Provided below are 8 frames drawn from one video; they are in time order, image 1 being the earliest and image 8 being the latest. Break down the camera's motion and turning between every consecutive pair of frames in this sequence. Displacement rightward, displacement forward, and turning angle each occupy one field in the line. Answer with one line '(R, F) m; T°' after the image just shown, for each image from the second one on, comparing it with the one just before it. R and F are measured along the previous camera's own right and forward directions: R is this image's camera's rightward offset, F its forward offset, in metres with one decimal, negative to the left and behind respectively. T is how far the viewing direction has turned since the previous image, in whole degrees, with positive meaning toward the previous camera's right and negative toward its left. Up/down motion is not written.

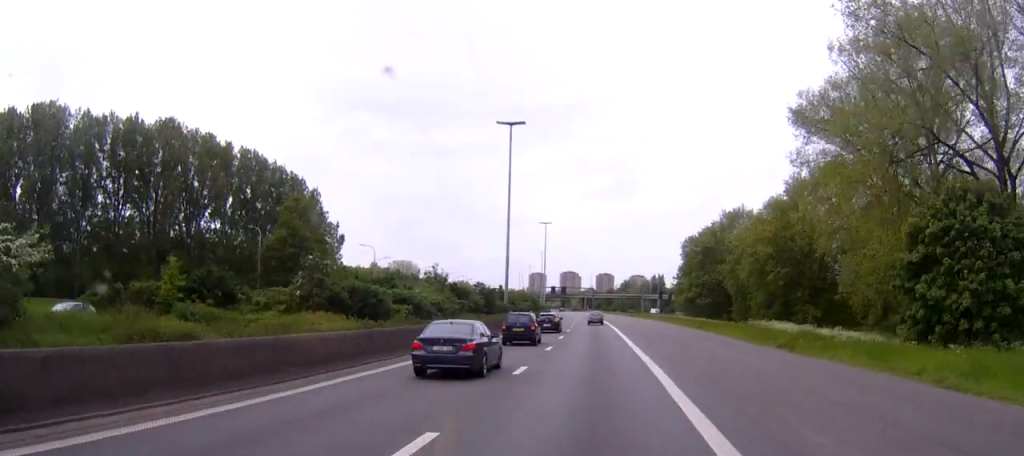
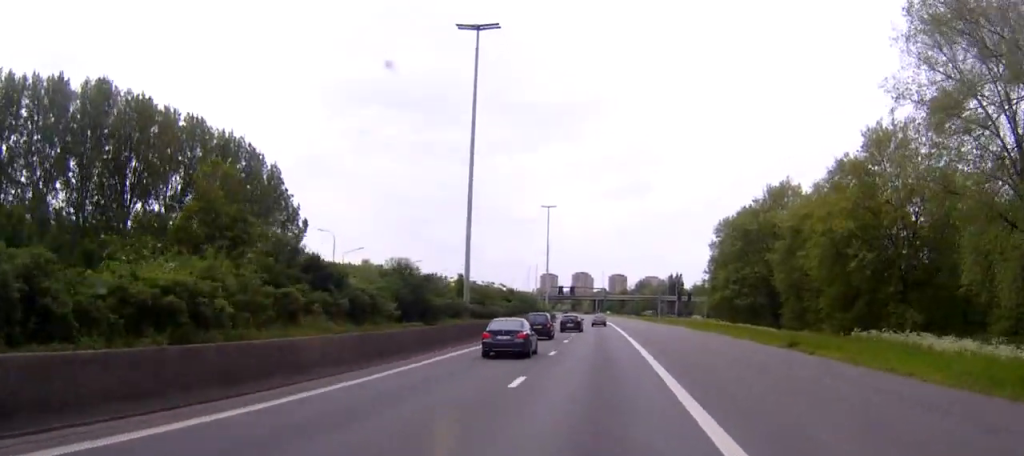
(-0.2, +22.8) m; -1°
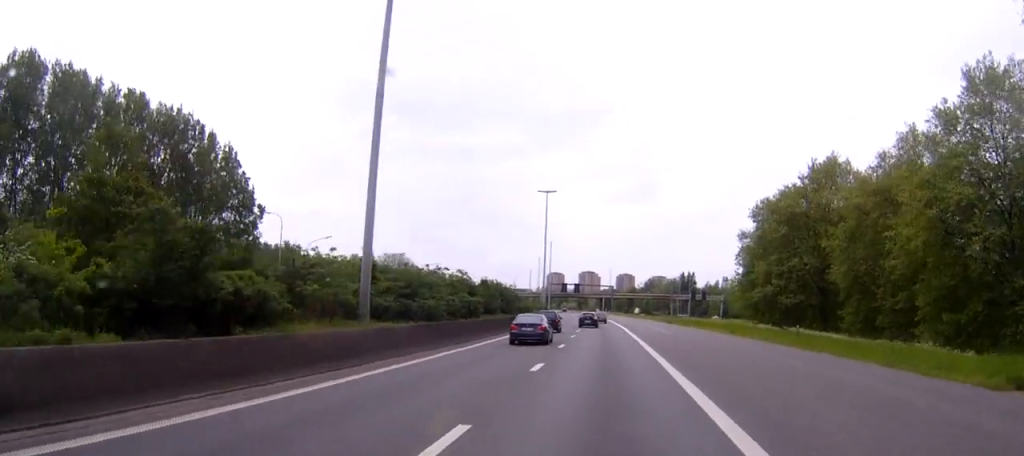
(-0.1, +18.1) m; -1°
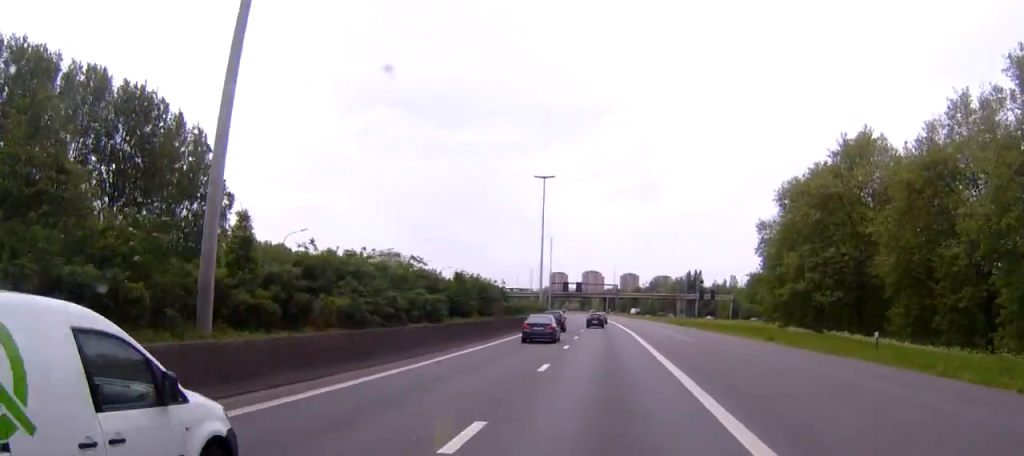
(0.0, +10.0) m; 0°
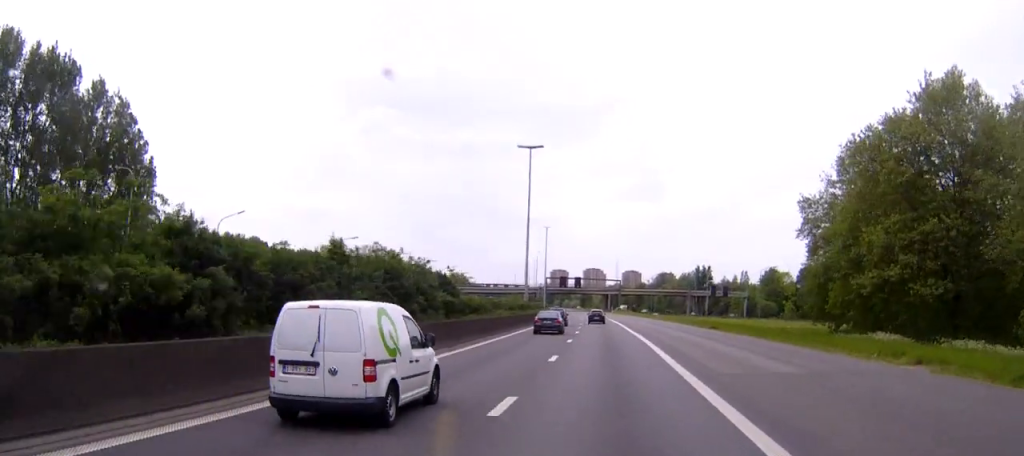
(-0.2, +20.5) m; 0°
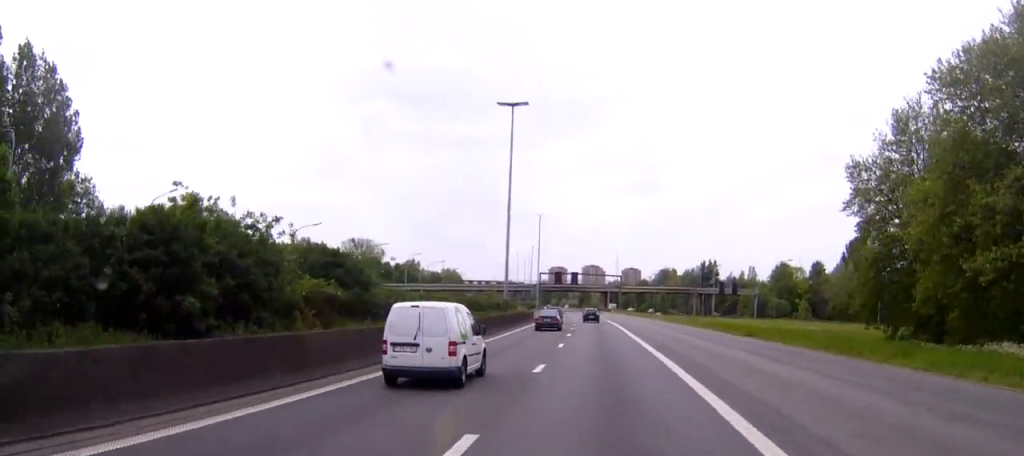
(0.0, +15.7) m; 0°
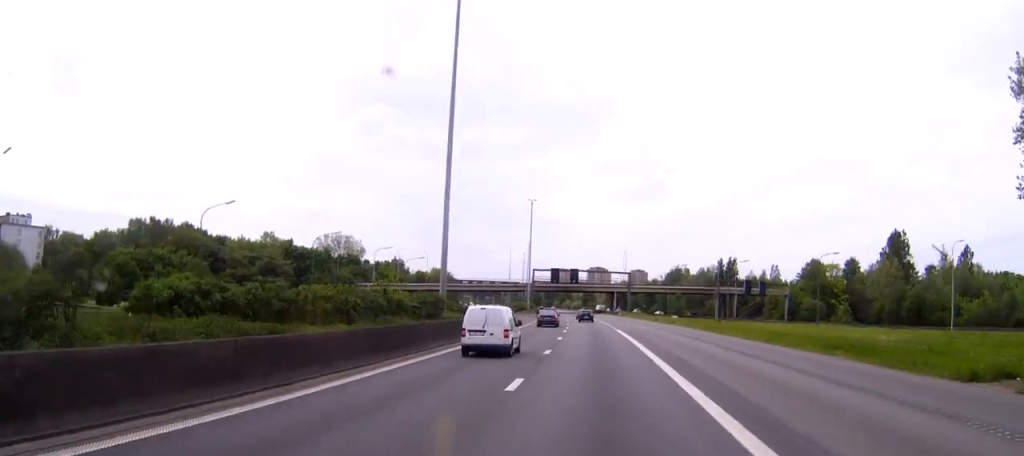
(0.0, +27.5) m; 0°
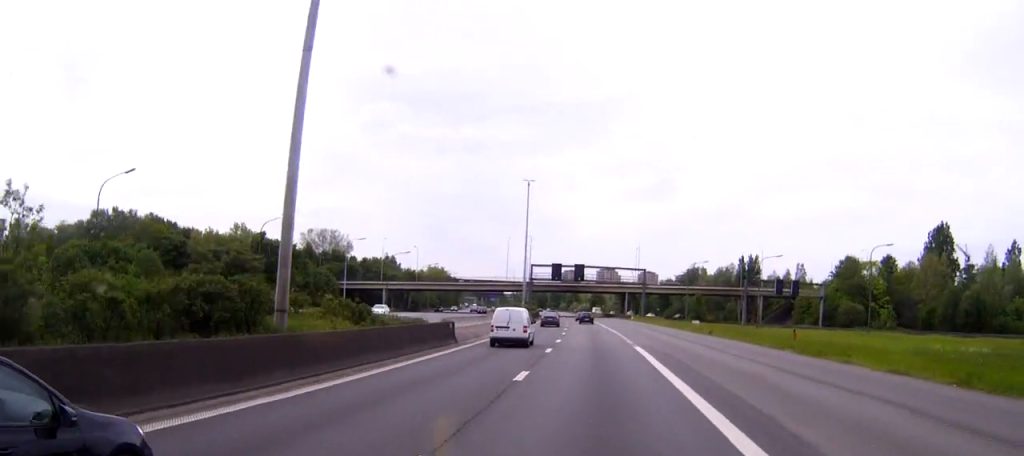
(0.0, +20.9) m; 0°
